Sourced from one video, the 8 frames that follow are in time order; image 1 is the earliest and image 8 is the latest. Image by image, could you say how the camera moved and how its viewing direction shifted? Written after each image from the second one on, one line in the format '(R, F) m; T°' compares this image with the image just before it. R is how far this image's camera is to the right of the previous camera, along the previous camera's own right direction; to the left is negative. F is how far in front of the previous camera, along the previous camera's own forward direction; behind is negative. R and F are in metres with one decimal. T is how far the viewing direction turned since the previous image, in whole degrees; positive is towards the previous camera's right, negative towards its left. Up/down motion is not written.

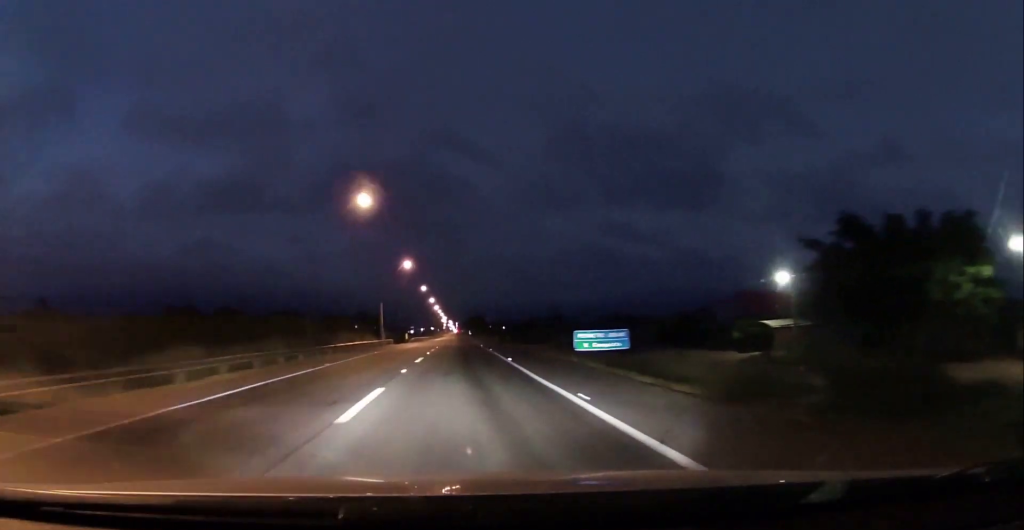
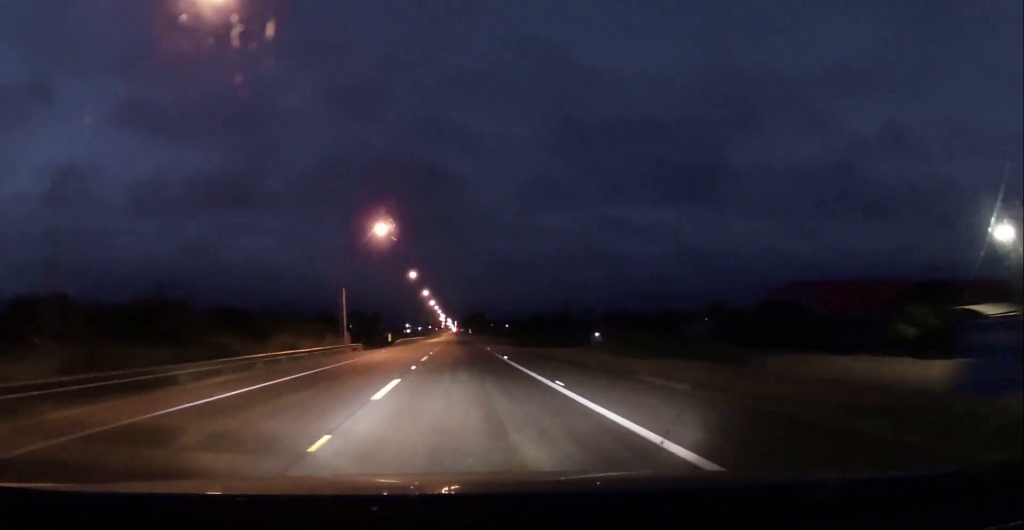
(+0.3, +28.1) m; 0°
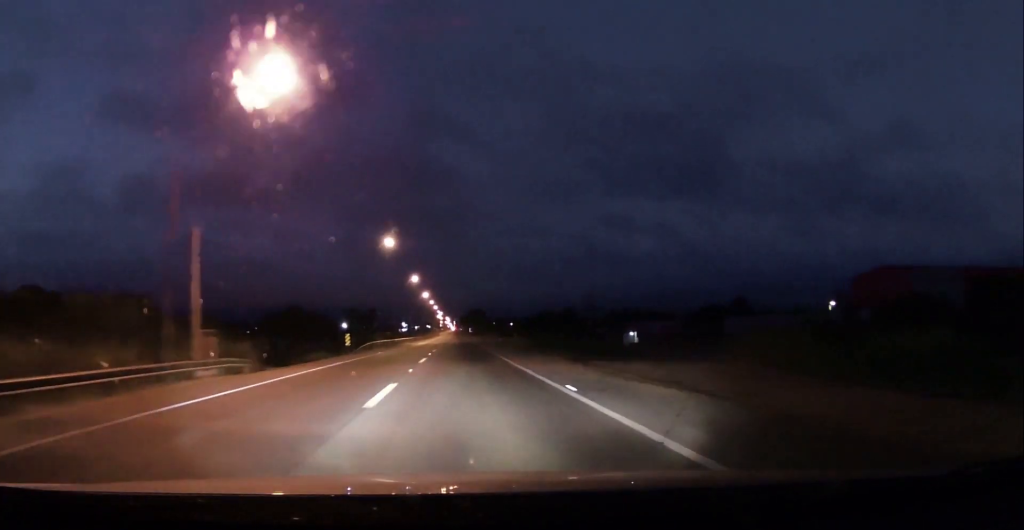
(-0.4, +32.9) m; 0°
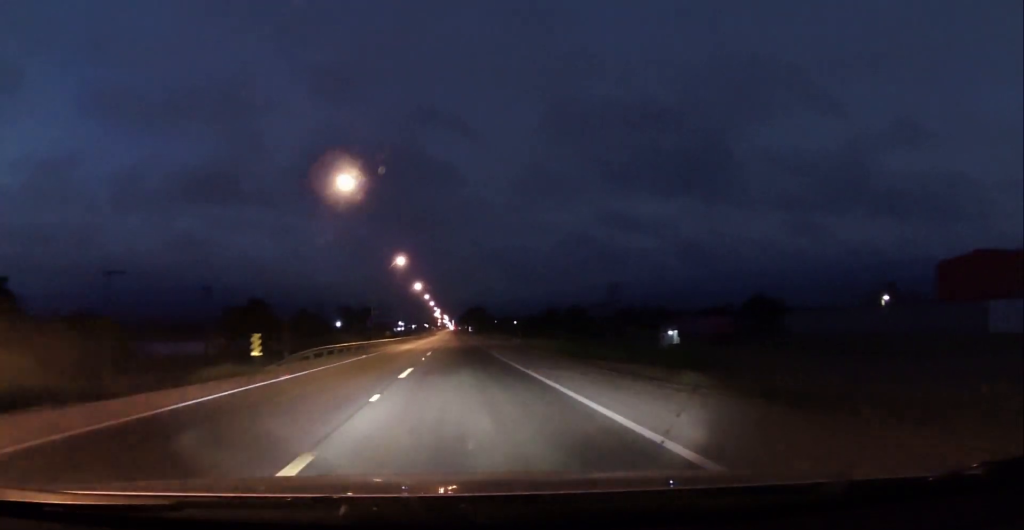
(+0.1, +24.1) m; 0°
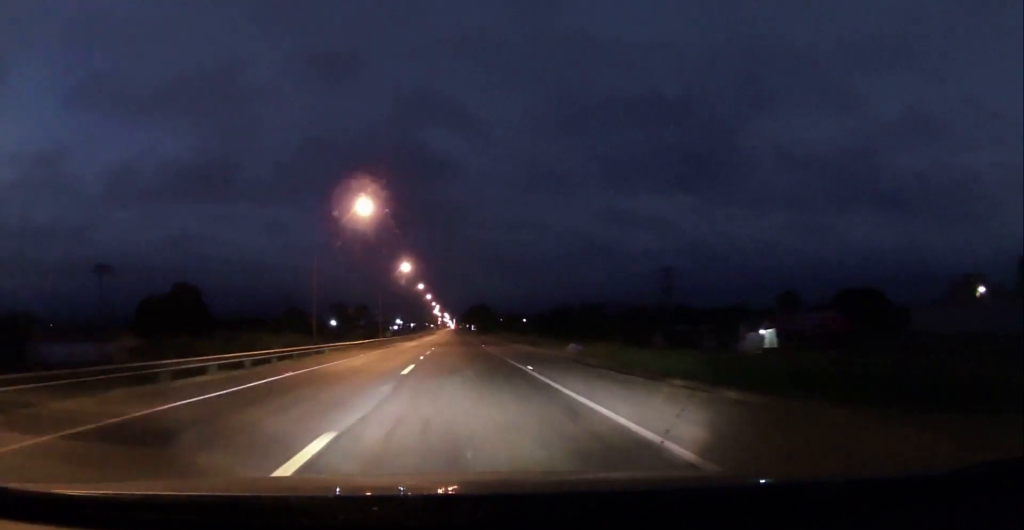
(-0.2, +31.9) m; 0°
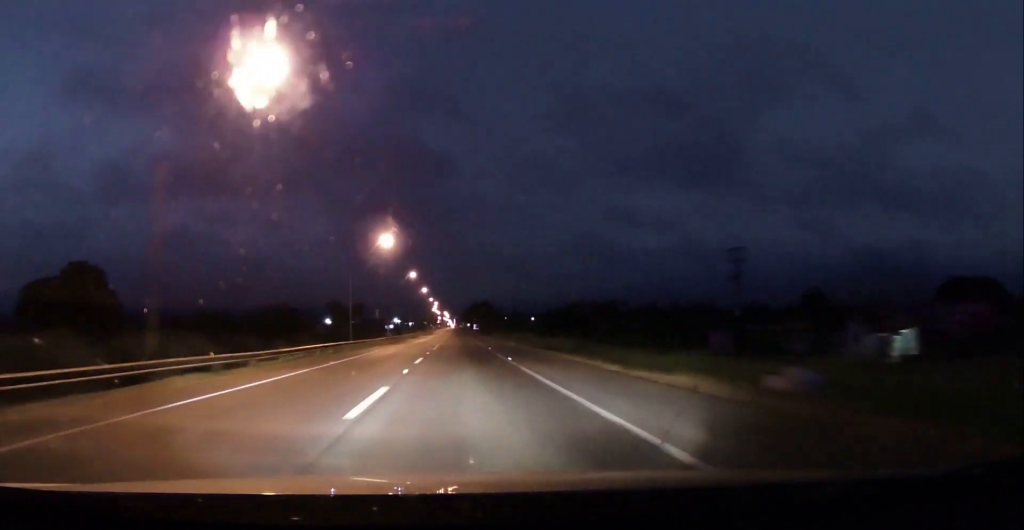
(+0.3, +24.4) m; 0°
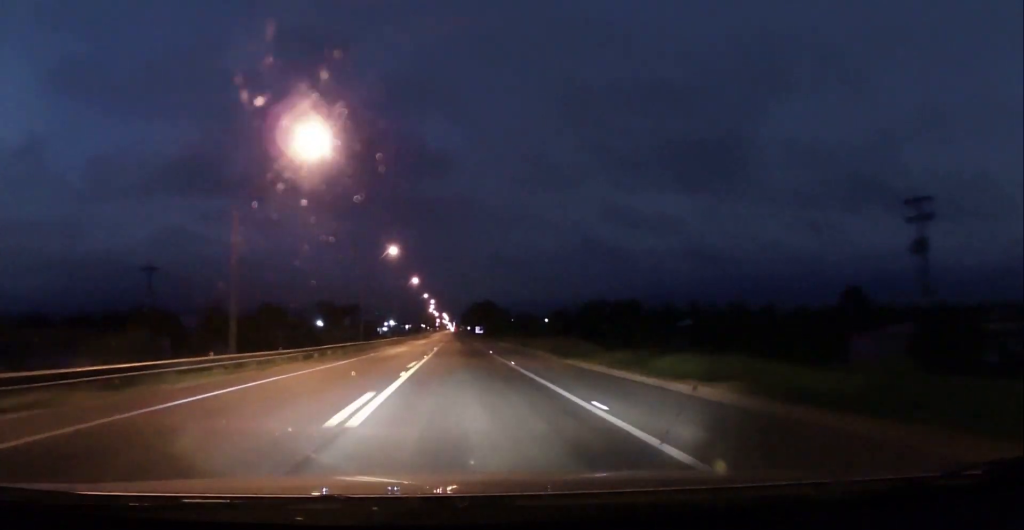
(-0.2, +32.3) m; 0°
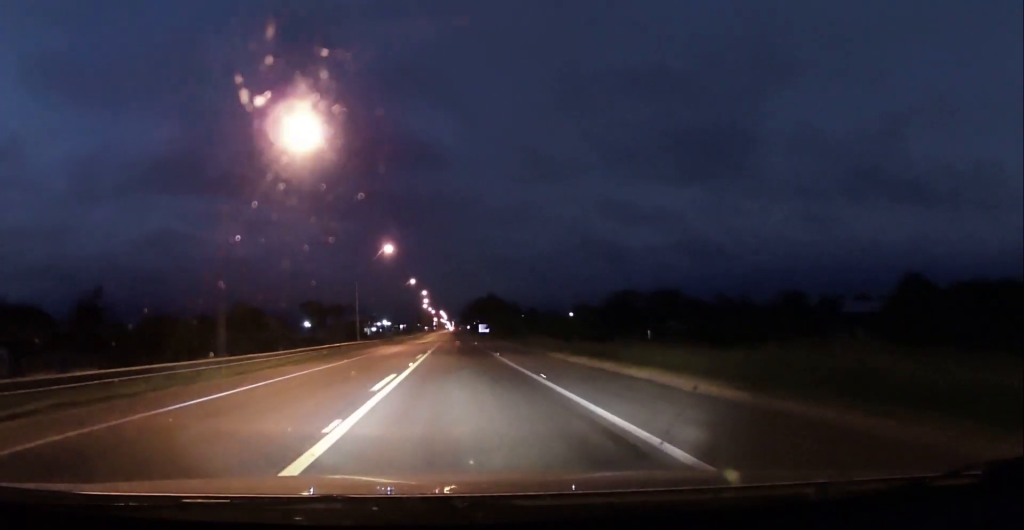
(+0.3, +40.3) m; 0°
